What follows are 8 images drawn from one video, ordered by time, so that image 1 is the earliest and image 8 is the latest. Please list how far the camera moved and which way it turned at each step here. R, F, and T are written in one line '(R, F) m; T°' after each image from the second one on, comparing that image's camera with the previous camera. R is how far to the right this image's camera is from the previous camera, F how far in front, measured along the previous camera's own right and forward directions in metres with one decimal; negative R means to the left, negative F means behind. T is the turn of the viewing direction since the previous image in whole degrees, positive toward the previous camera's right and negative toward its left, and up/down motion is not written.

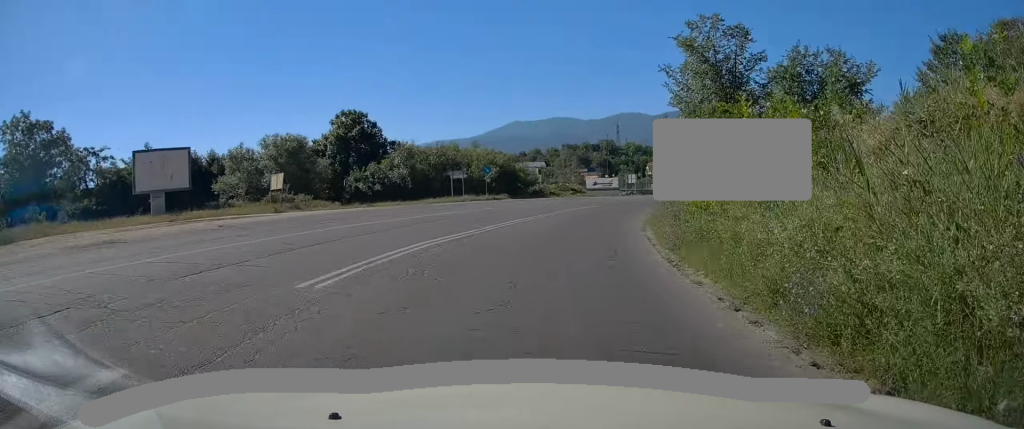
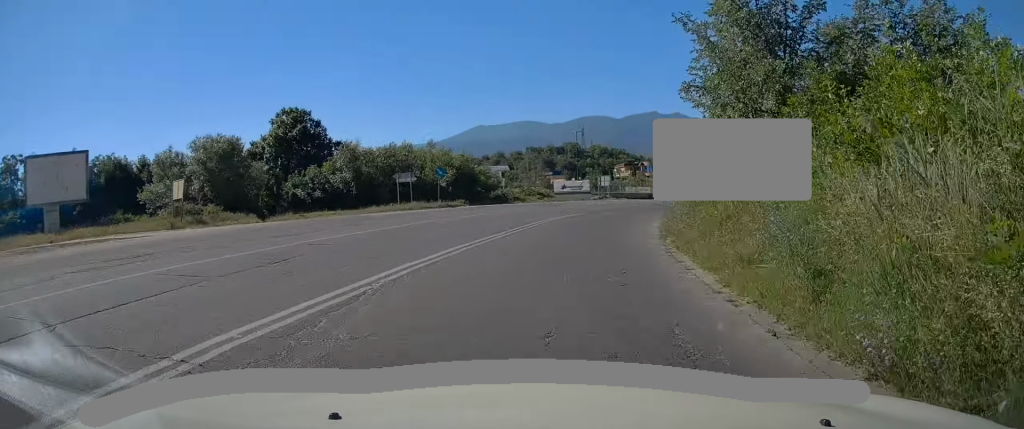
(+0.3, +8.0) m; +4°
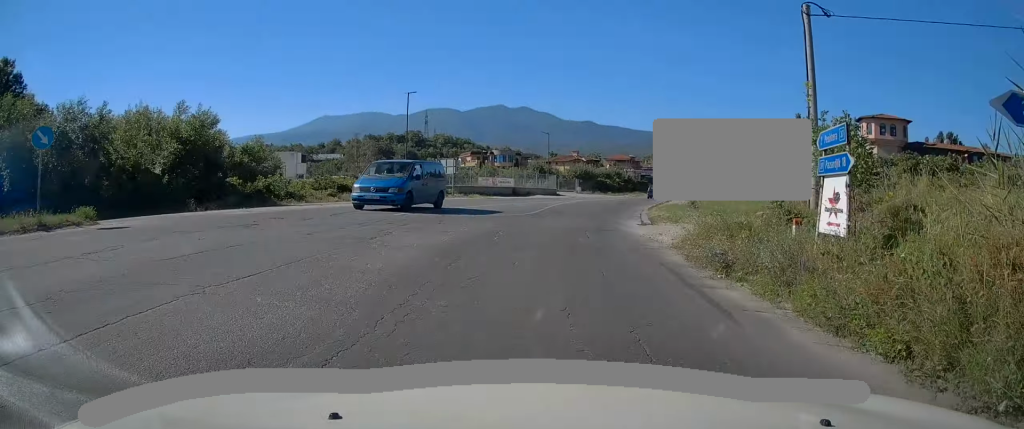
(+3.2, +26.9) m; +13°
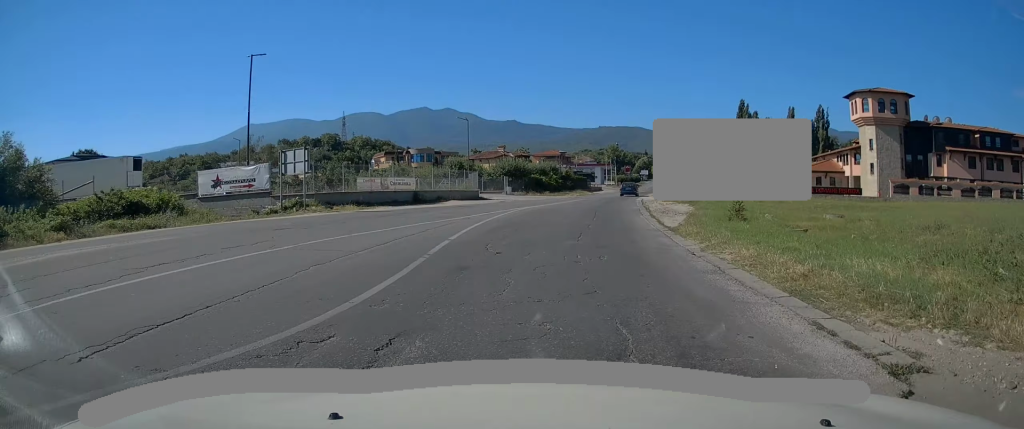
(+1.2, +18.4) m; +7°
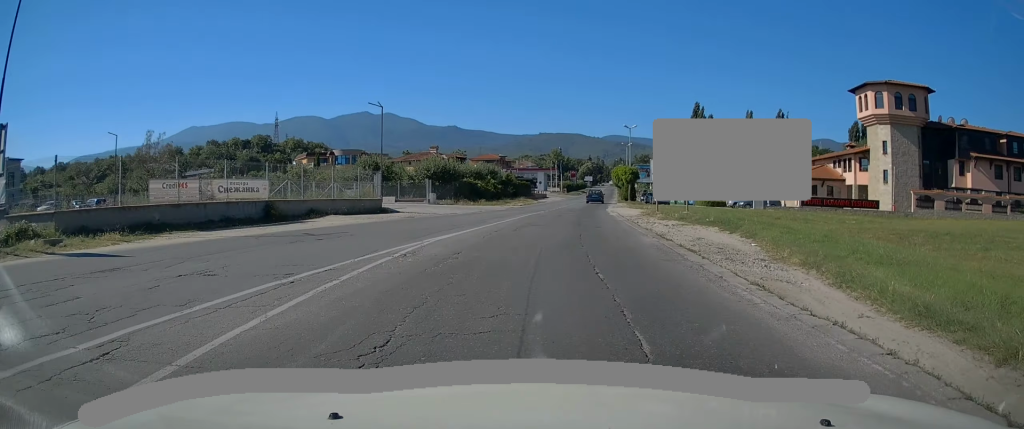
(+0.6, +15.0) m; +4°
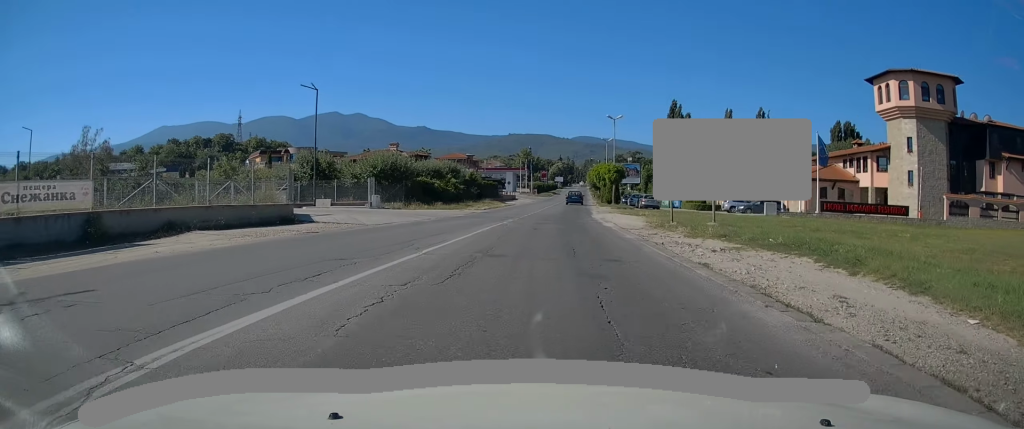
(+0.2, +9.0) m; +2°
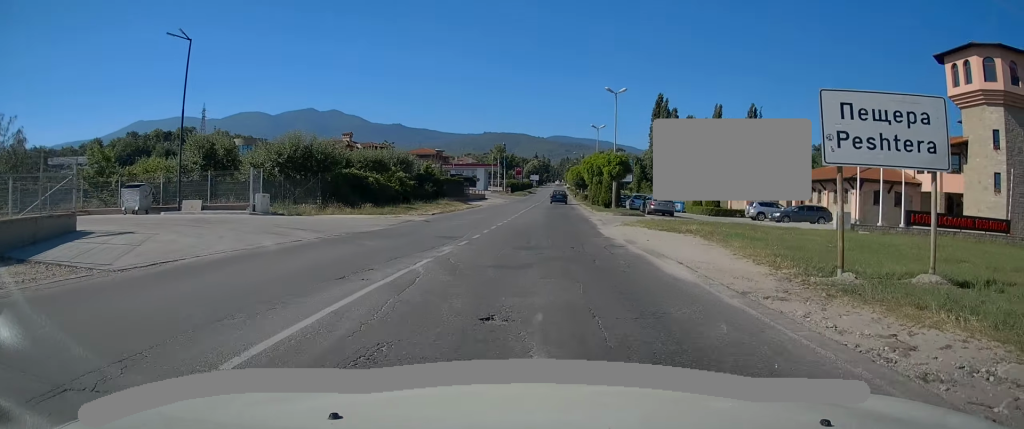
(+0.4, +13.8) m; +3°
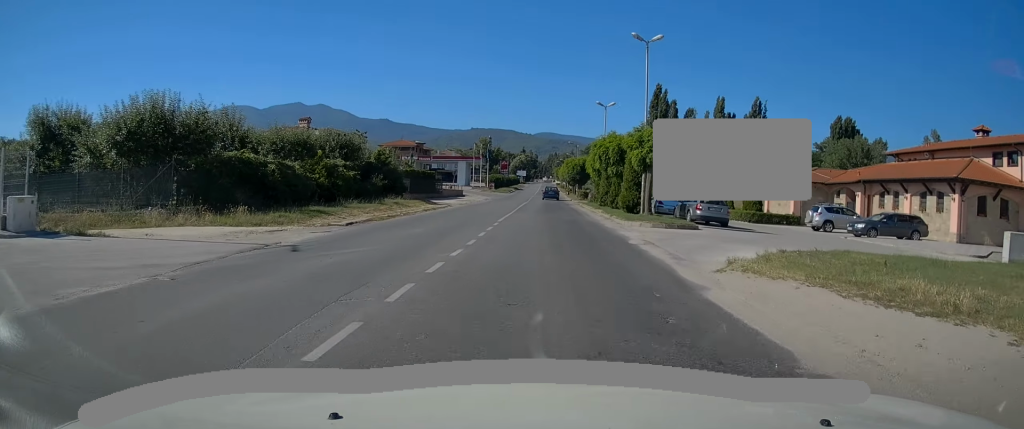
(+0.3, +13.4) m; +1°
